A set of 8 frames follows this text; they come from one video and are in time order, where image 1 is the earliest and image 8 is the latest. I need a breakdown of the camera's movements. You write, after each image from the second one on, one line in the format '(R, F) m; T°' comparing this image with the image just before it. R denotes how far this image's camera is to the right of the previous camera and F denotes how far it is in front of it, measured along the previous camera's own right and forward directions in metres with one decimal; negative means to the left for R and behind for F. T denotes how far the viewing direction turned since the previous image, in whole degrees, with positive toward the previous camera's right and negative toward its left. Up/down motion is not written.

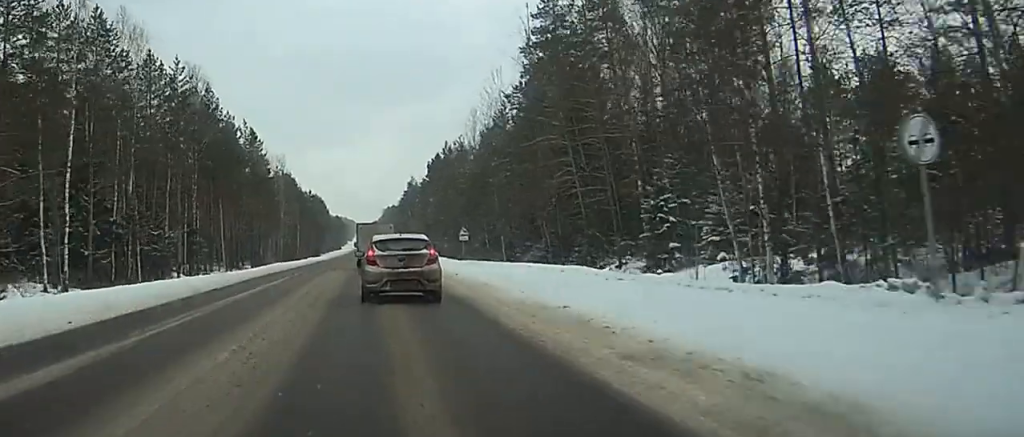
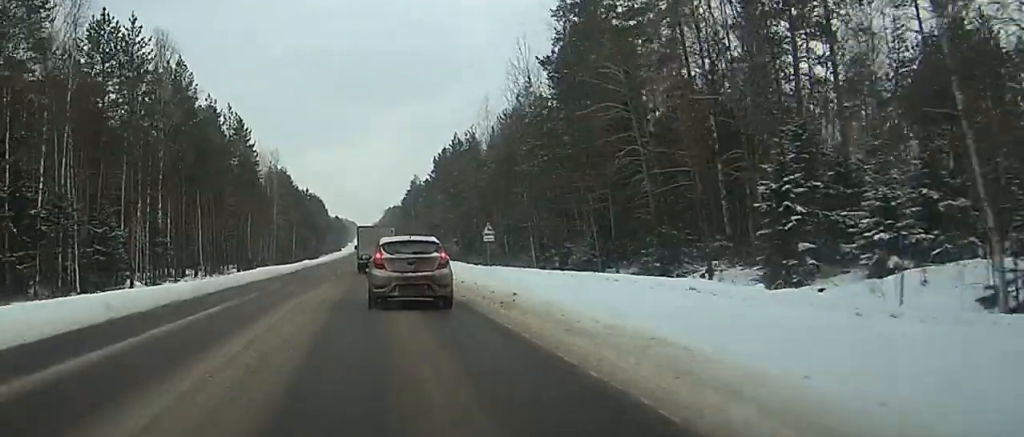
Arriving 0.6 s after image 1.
(-0.7, +16.0) m; +3°
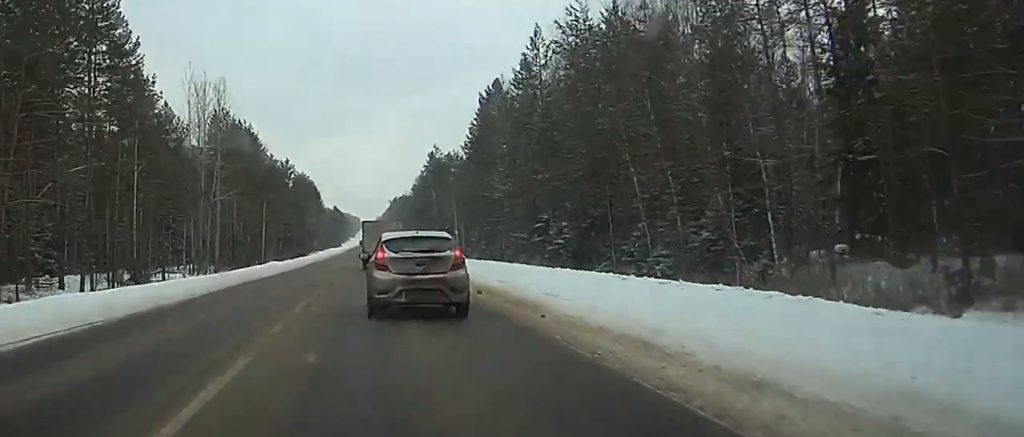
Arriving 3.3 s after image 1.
(+1.8, +65.5) m; -2°
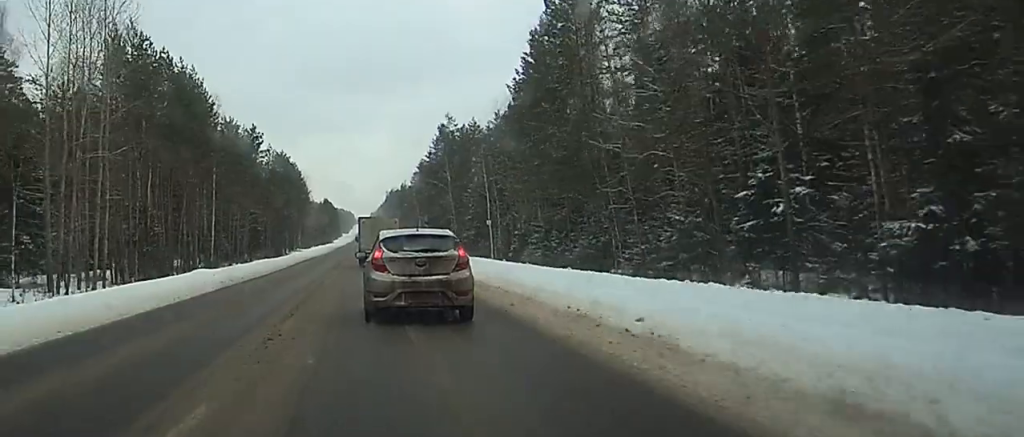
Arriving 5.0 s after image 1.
(-0.1, +38.7) m; +1°
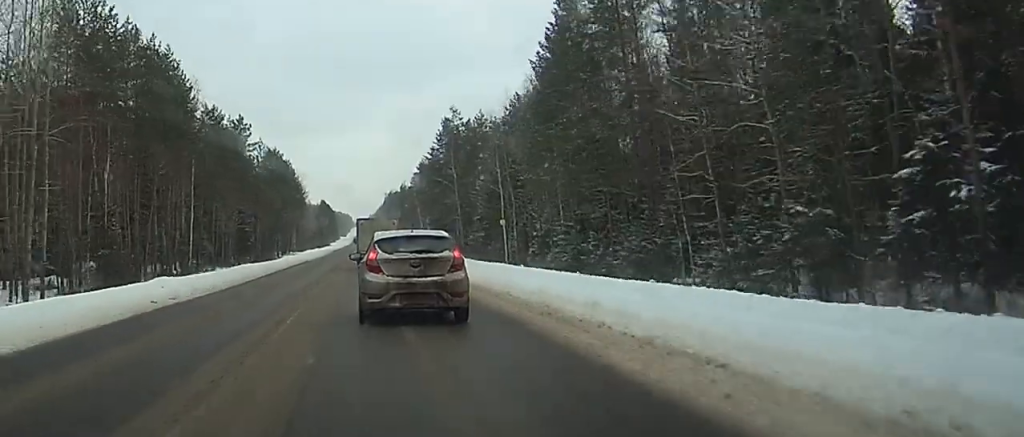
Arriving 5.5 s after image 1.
(+0.1, +10.2) m; 0°
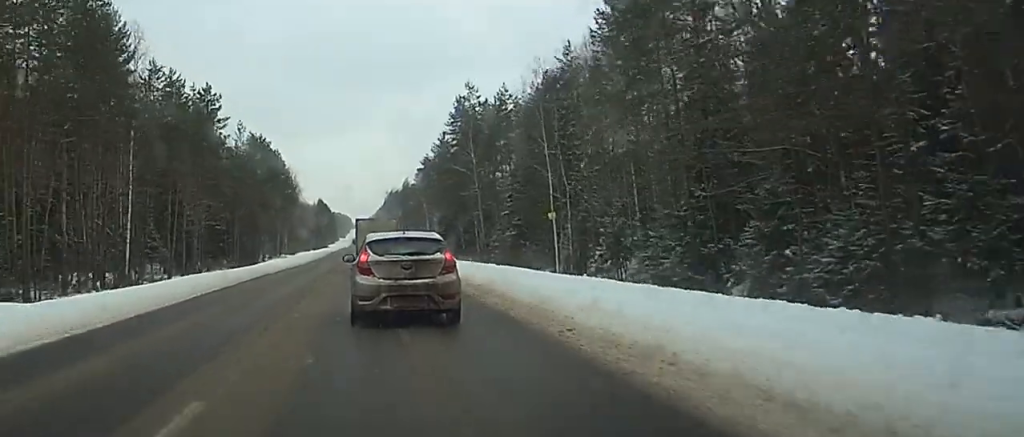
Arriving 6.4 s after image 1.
(+0.1, +21.0) m; 0°
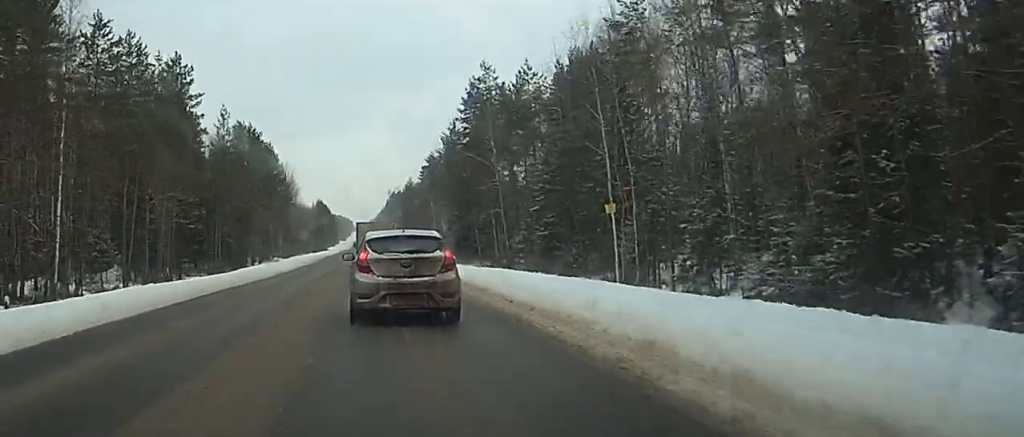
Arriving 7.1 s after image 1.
(0.0, +13.8) m; 0°
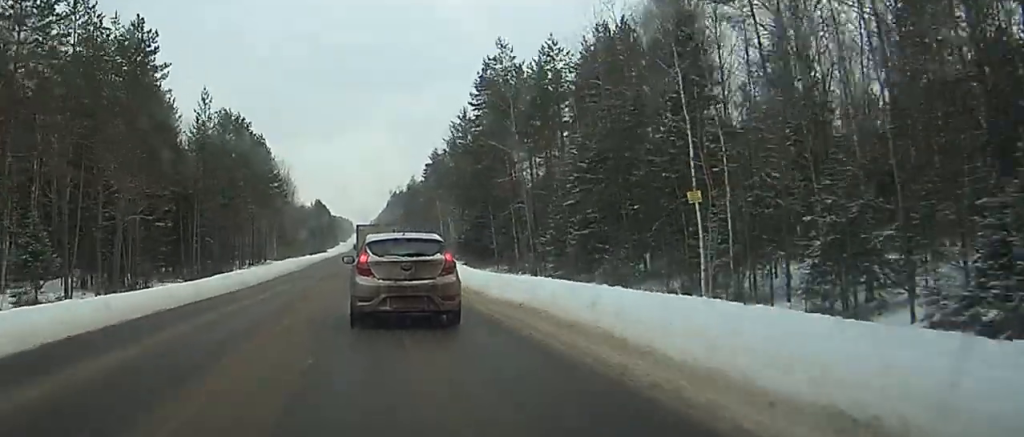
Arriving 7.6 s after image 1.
(0.0, +11.6) m; 0°
